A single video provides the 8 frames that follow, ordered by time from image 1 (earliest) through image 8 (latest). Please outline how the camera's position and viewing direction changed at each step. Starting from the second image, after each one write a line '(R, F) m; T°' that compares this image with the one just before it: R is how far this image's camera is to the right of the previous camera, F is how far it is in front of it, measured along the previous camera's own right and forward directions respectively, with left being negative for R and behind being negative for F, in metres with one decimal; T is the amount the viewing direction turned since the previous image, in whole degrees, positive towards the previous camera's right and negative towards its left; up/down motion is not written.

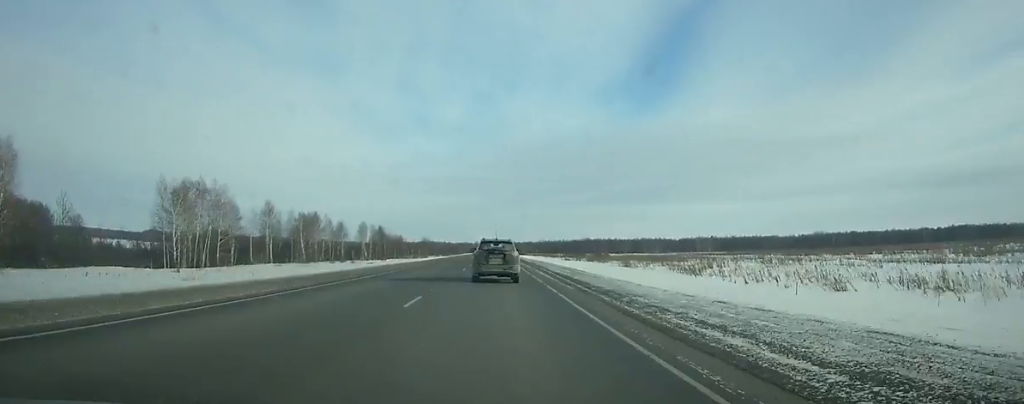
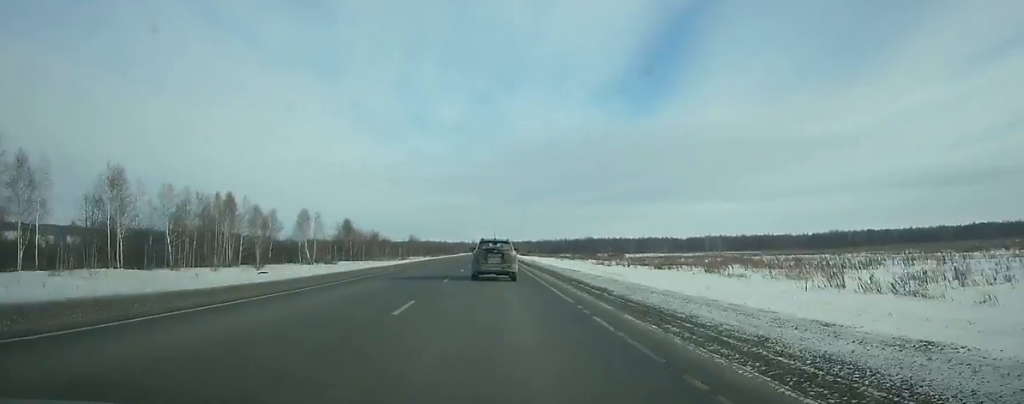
(+0.1, +49.1) m; 0°
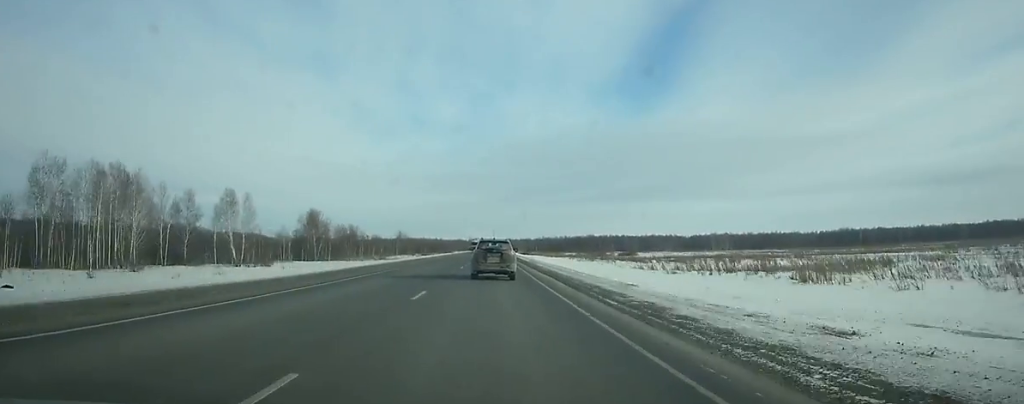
(+0.1, +34.0) m; 0°
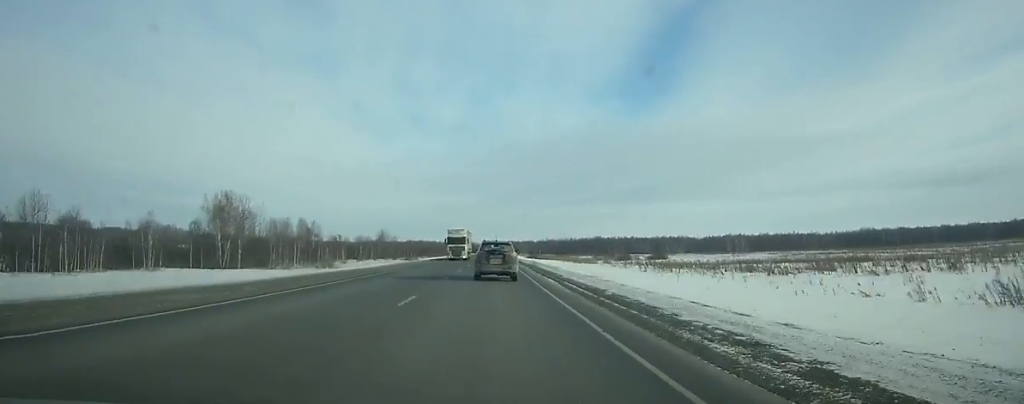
(+0.1, +49.8) m; 0°
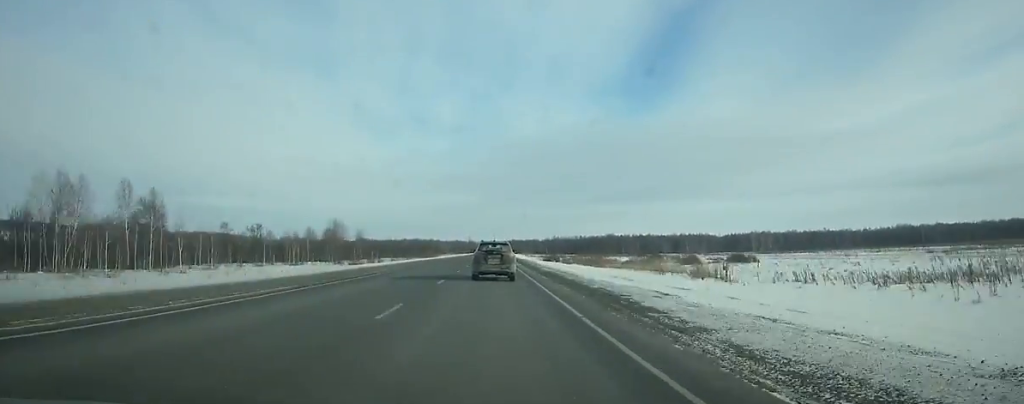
(-0.2, +74.4) m; 0°
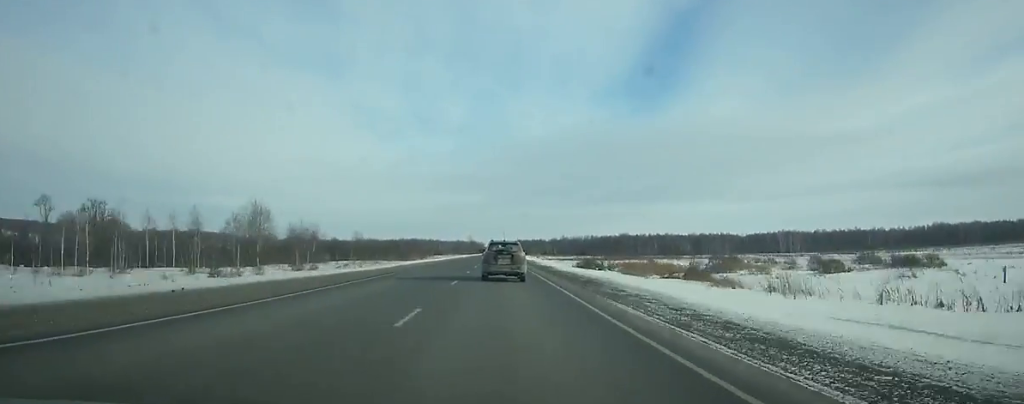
(-0.3, +61.9) m; 0°
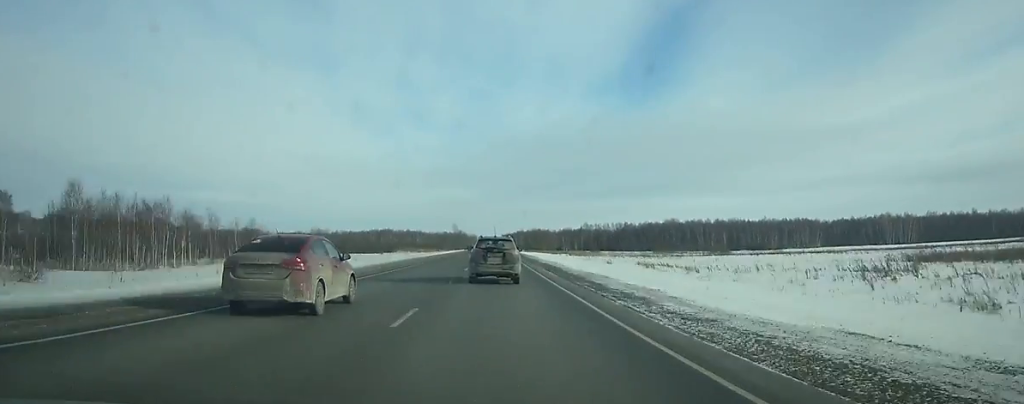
(+0.7, +189.2) m; +1°
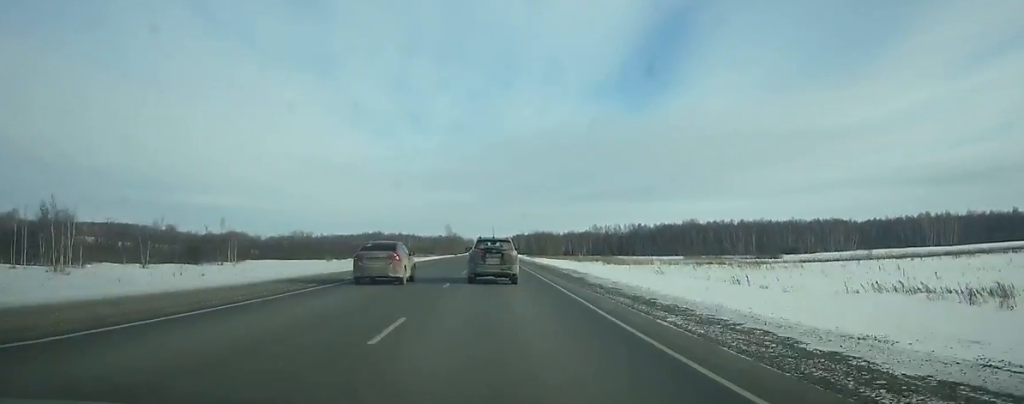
(+0.1, +50.8) m; 0°
